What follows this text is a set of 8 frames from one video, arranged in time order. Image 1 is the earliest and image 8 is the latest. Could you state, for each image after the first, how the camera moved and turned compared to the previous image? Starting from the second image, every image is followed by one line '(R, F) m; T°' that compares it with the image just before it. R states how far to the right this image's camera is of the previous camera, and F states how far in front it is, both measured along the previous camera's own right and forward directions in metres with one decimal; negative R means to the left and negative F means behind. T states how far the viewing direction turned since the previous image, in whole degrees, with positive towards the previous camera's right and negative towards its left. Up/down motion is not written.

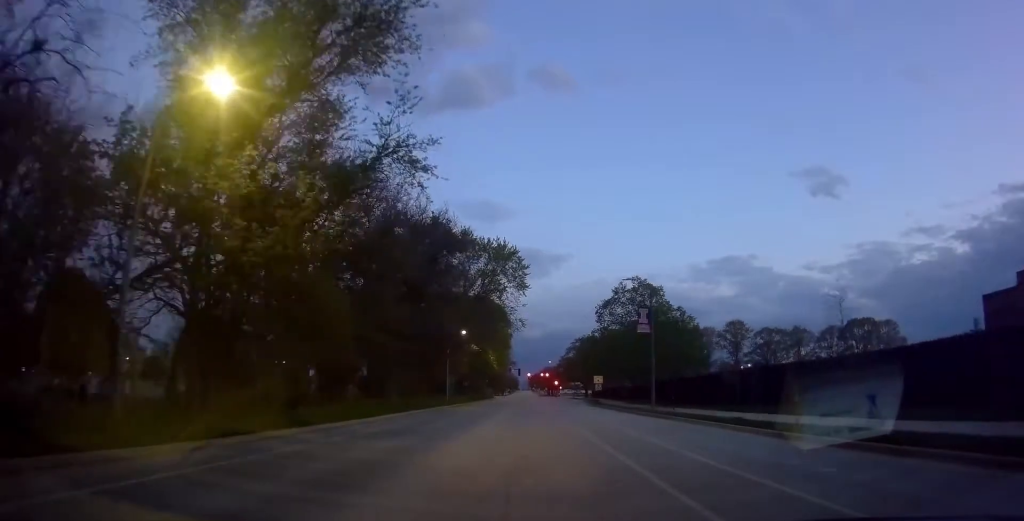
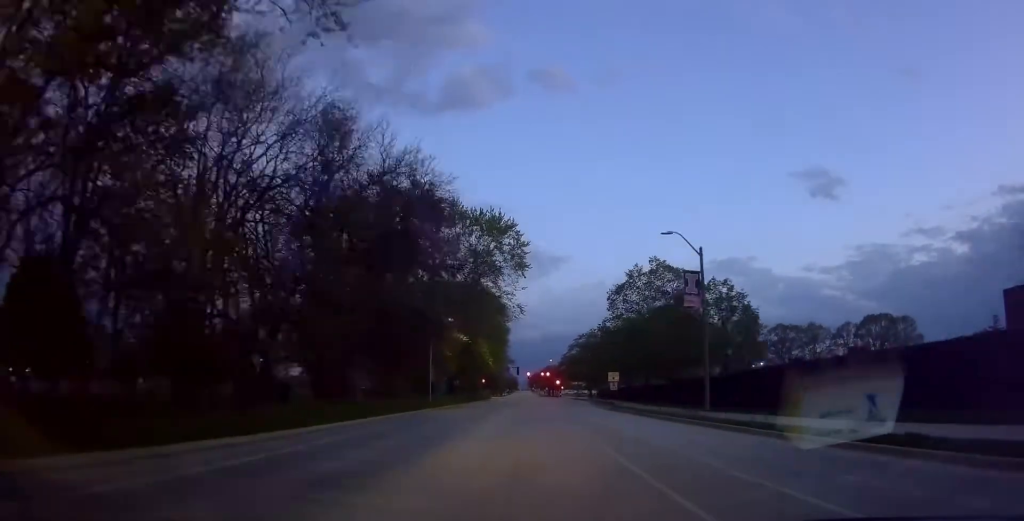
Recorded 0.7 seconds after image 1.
(0.0, +10.5) m; 0°
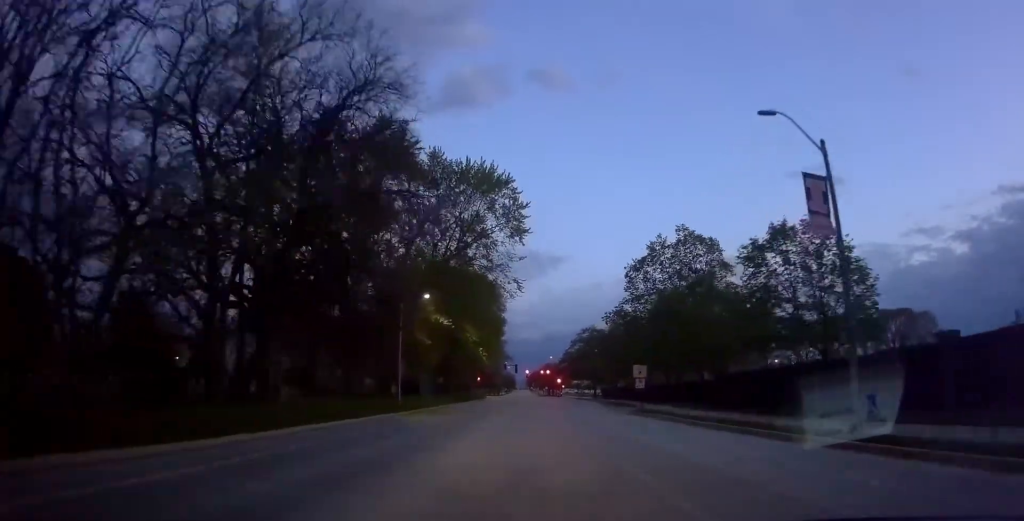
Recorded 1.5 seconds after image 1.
(0.0, +11.4) m; 0°
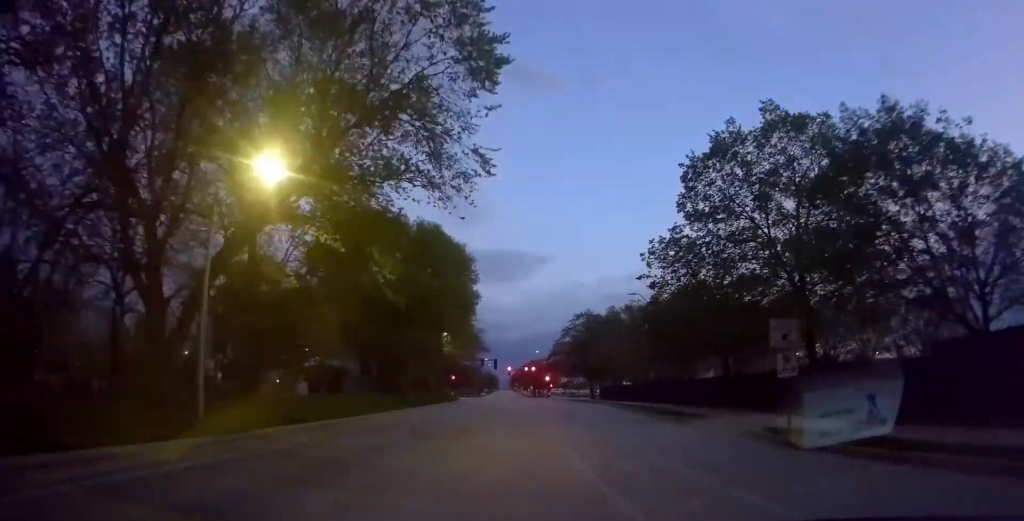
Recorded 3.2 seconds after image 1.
(0.0, +23.1) m; +1°
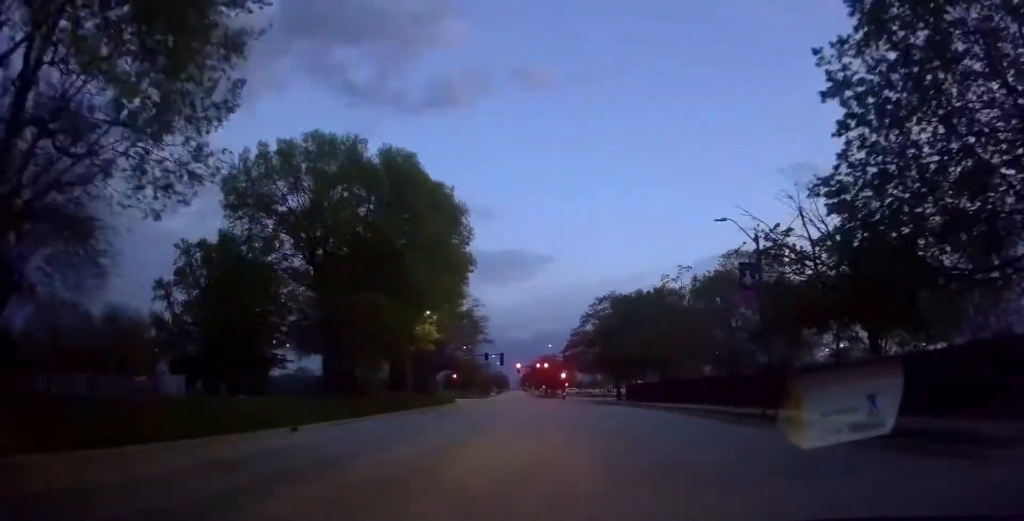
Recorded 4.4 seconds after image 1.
(+0.4, +17.8) m; -1°
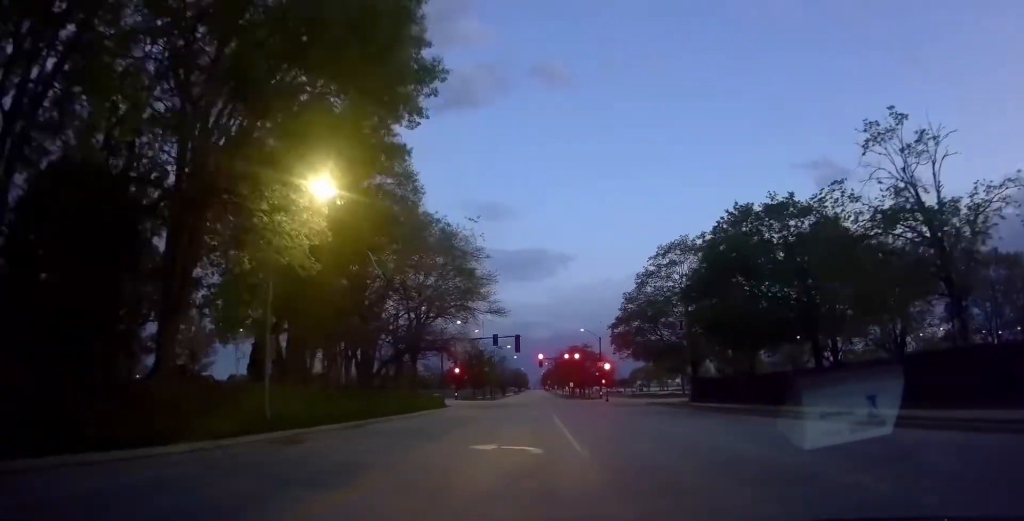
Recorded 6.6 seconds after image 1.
(-0.8, +29.5) m; 0°
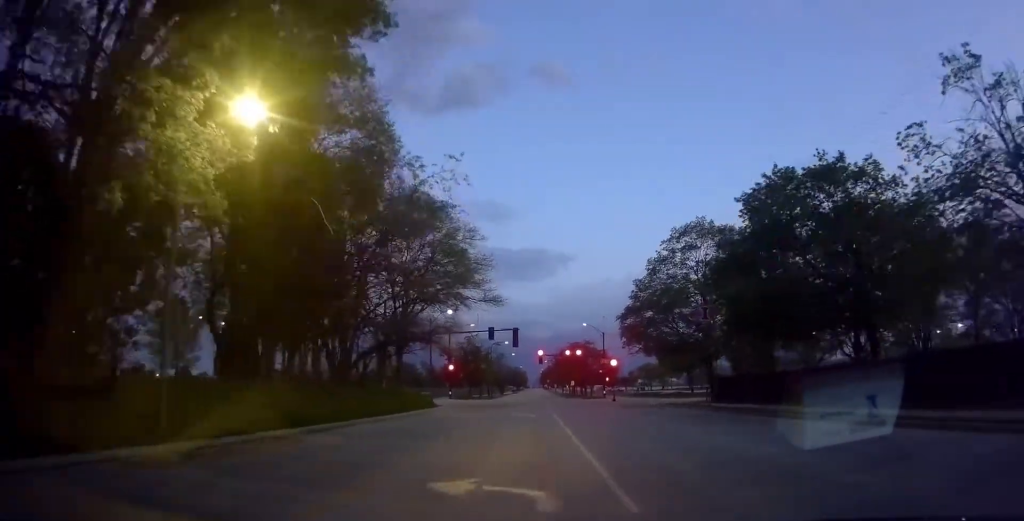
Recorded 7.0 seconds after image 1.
(0.0, +5.9) m; 0°
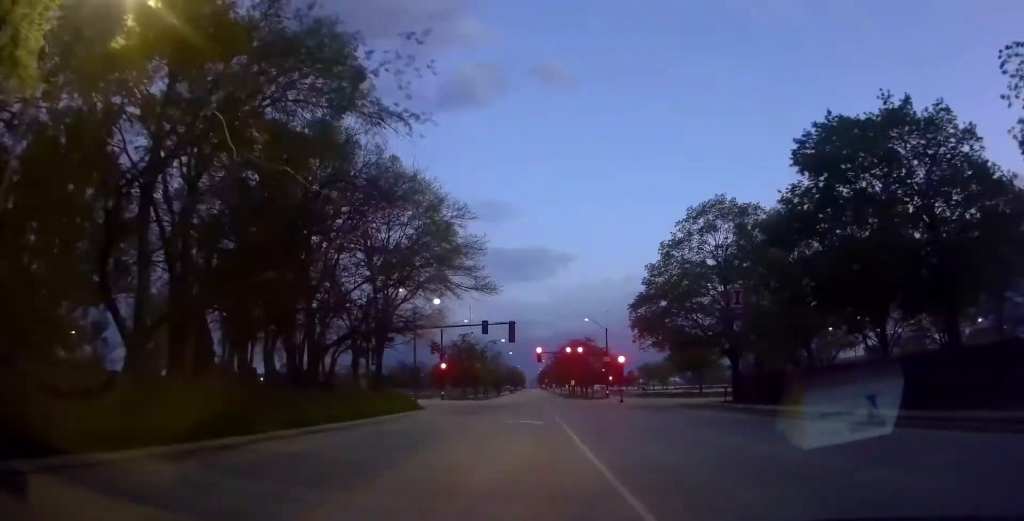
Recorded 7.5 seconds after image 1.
(0.0, +6.2) m; 0°
